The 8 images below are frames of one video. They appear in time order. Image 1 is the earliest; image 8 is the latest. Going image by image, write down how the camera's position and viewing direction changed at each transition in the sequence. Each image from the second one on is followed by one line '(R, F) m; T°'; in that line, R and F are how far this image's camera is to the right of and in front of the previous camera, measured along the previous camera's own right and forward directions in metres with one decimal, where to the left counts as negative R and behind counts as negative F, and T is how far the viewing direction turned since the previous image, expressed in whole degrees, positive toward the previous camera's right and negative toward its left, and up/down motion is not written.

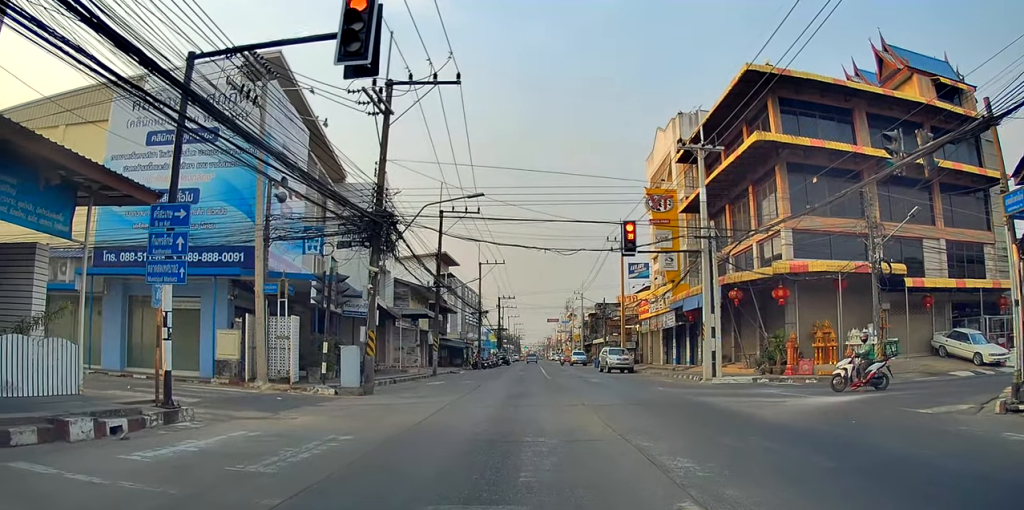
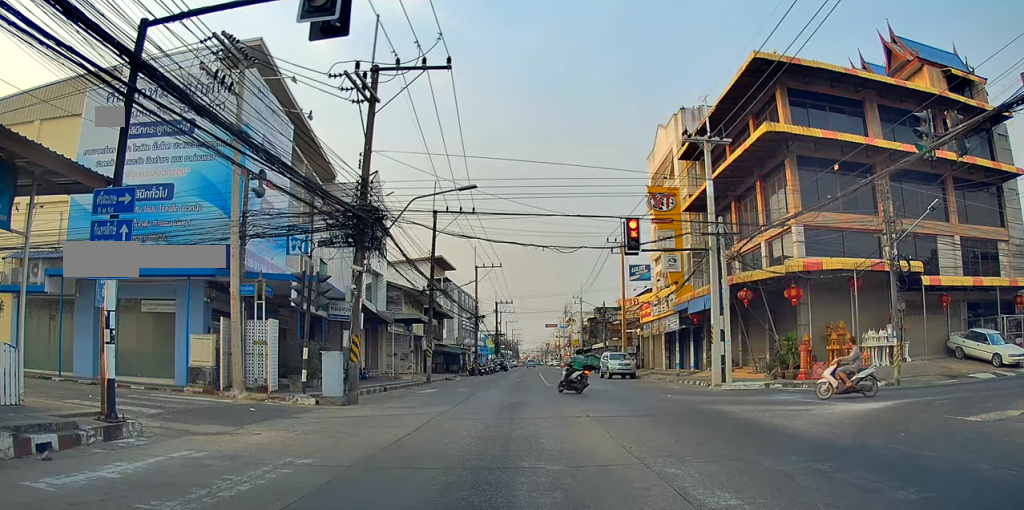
(+0.3, +5.0) m; +5°
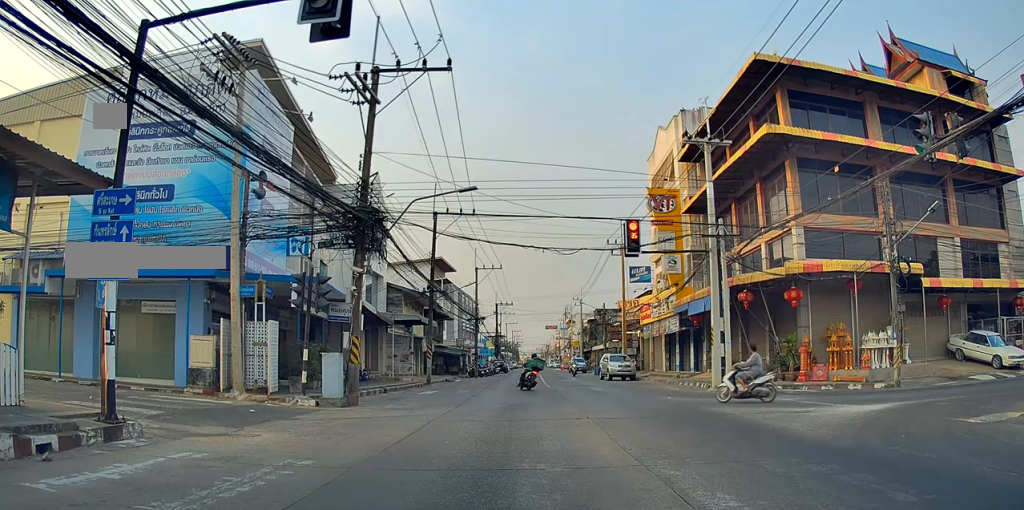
(-0.3, +0.6) m; 0°
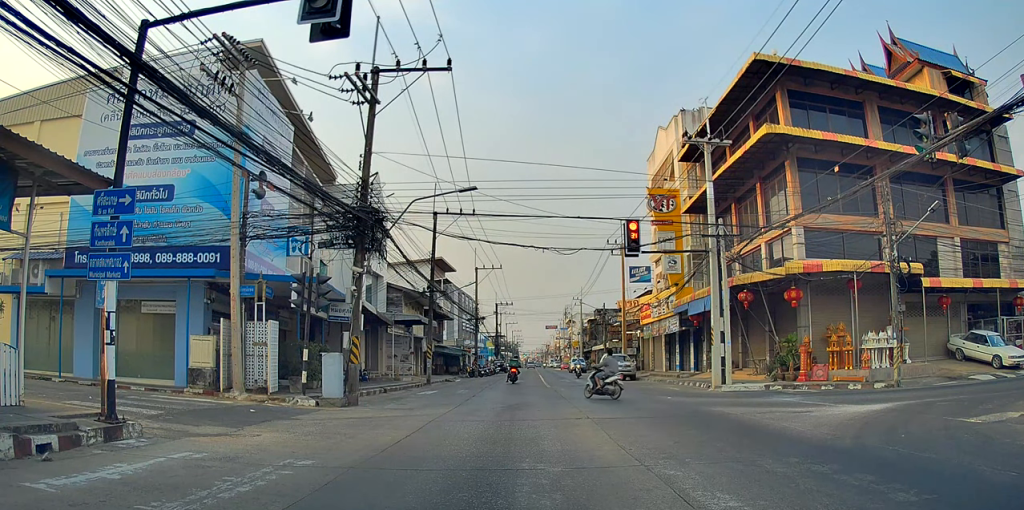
(-0.2, +0.4) m; 0°
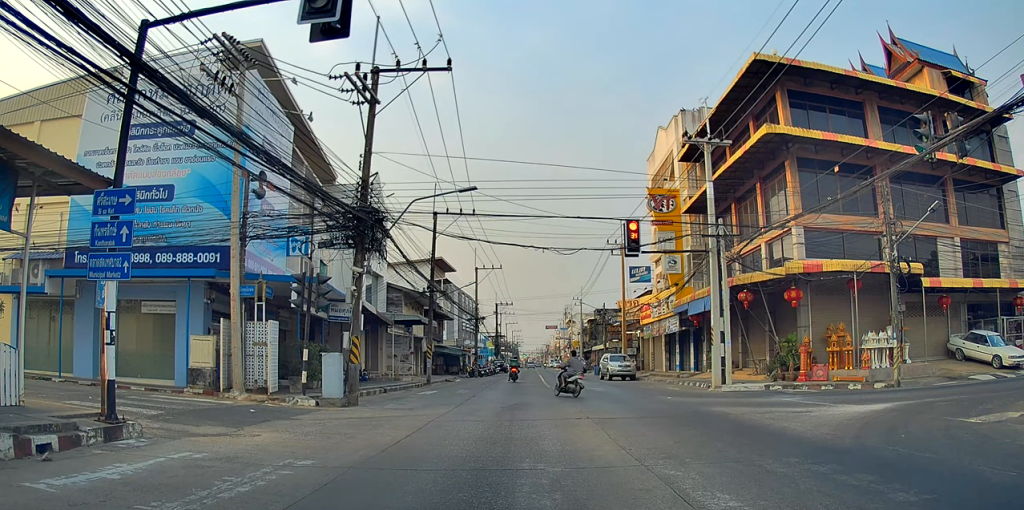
(0.0, 0.0) m; 0°
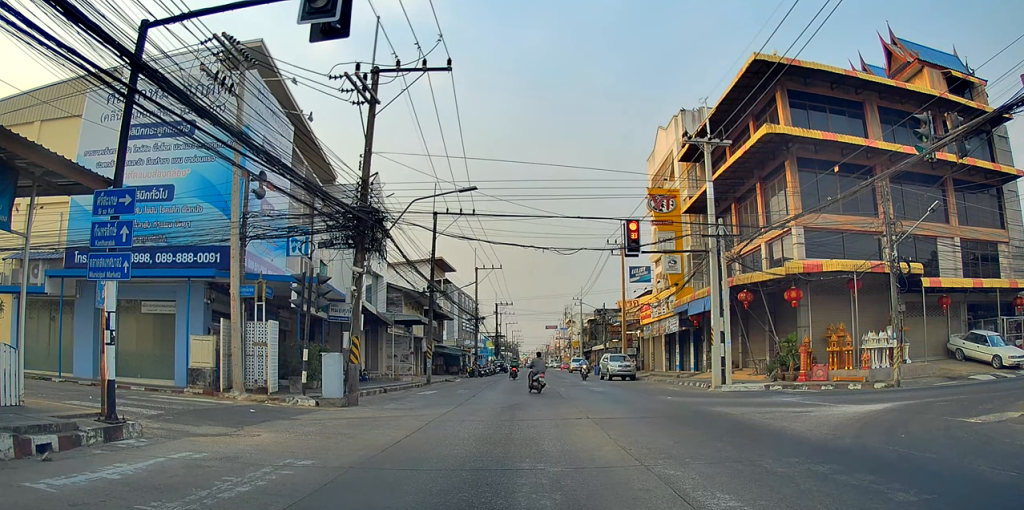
(0.0, 0.0) m; 0°
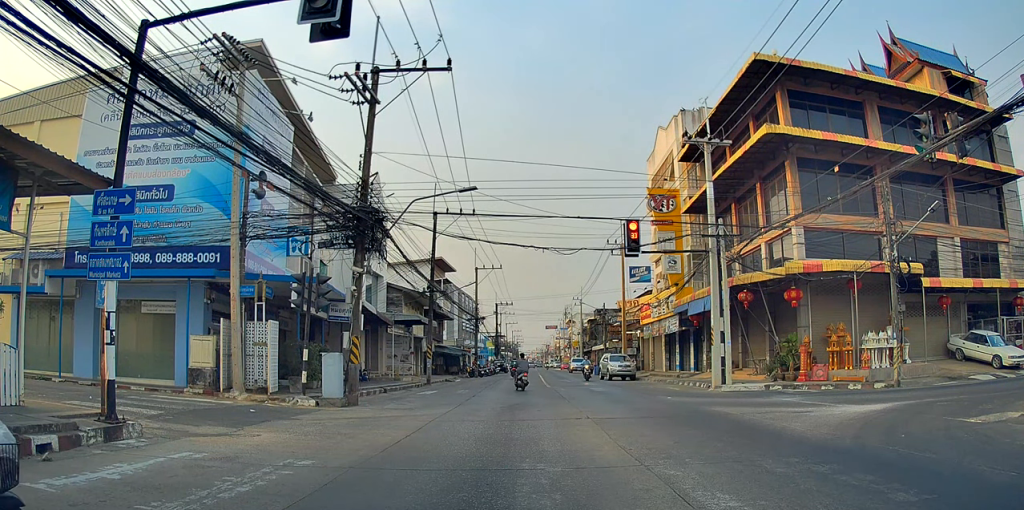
(0.0, 0.0) m; 0°
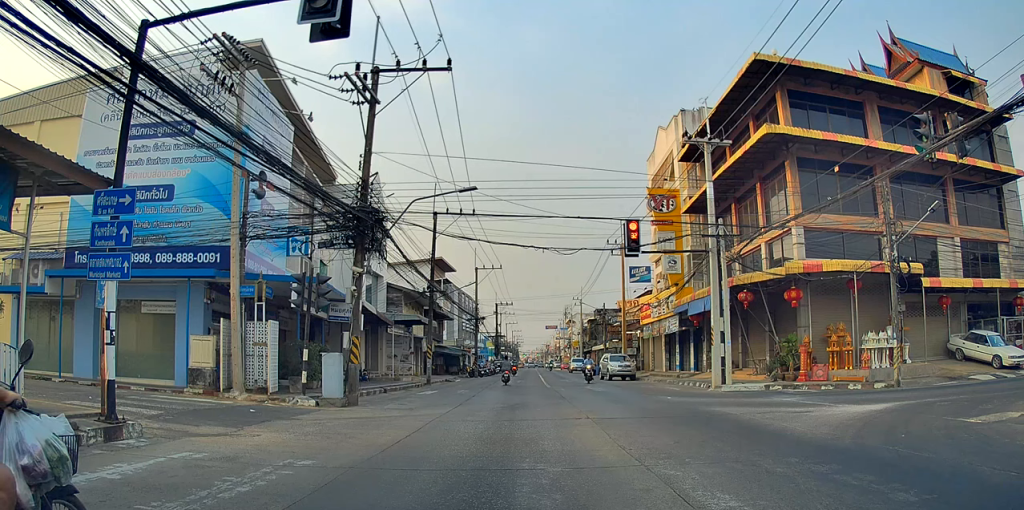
(0.0, 0.0) m; 0°
